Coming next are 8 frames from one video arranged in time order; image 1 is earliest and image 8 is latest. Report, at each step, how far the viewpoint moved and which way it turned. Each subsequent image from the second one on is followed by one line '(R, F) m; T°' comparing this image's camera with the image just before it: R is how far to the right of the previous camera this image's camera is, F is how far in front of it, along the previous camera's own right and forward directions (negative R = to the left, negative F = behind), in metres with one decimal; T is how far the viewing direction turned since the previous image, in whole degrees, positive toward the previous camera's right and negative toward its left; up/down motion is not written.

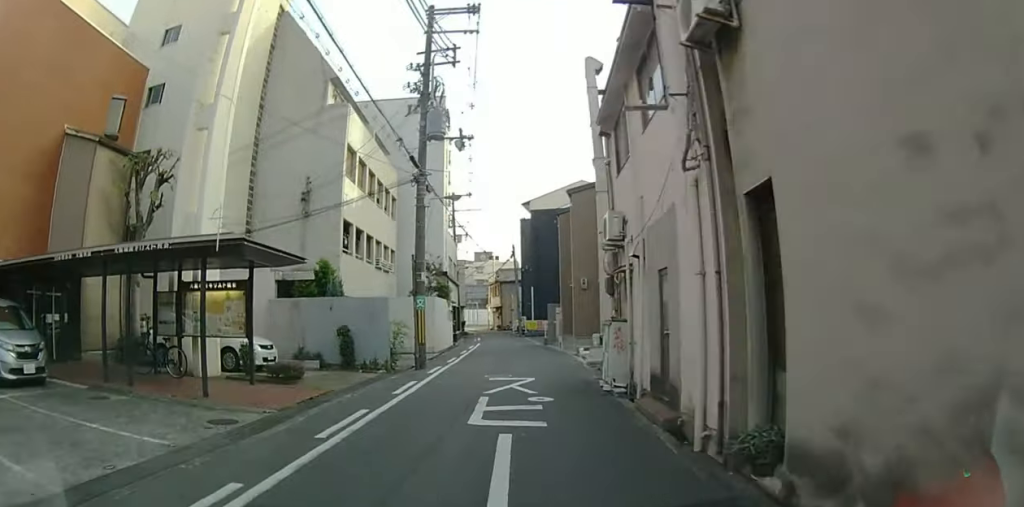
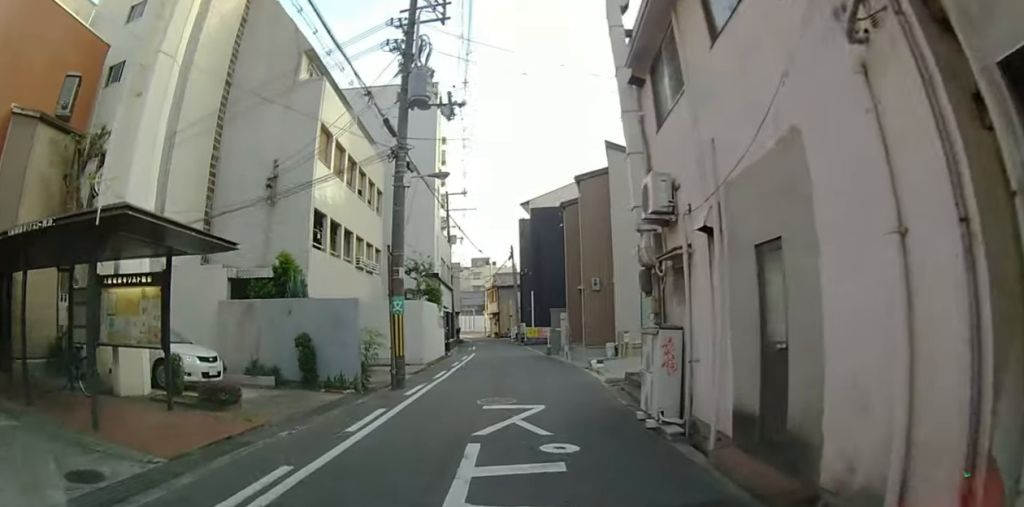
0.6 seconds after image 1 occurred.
(0.0, +3.1) m; 0°
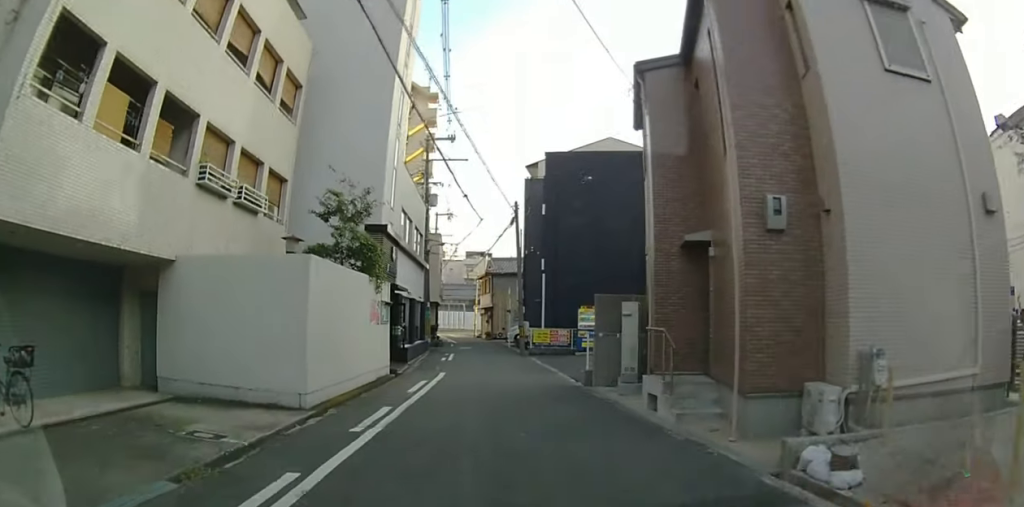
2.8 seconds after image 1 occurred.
(0.0, +12.0) m; 0°
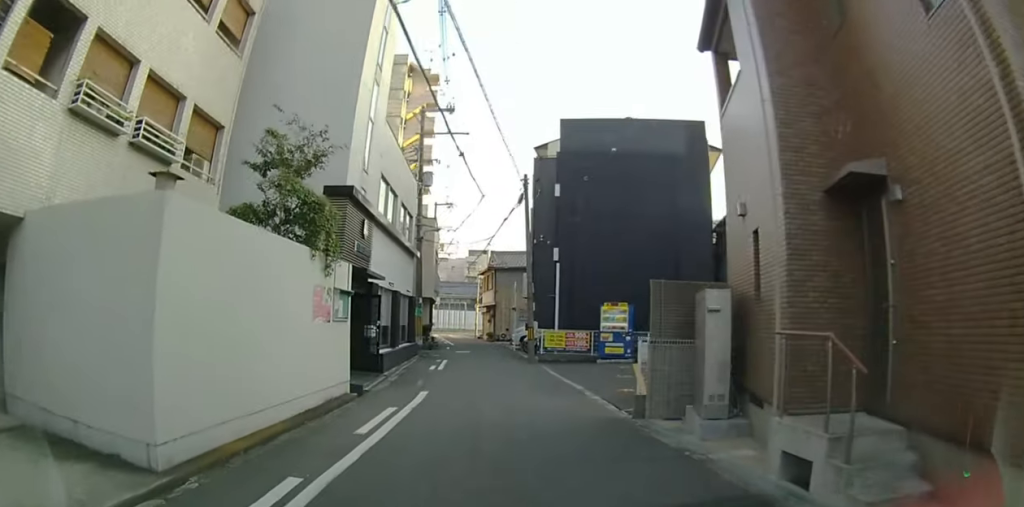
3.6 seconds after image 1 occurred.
(0.0, +4.0) m; 0°
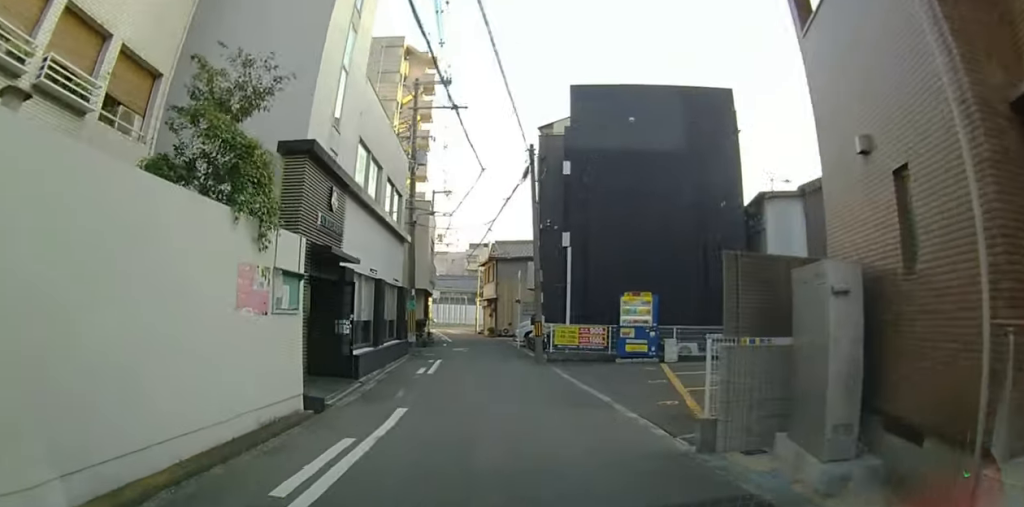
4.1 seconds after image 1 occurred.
(0.0, +2.4) m; +1°
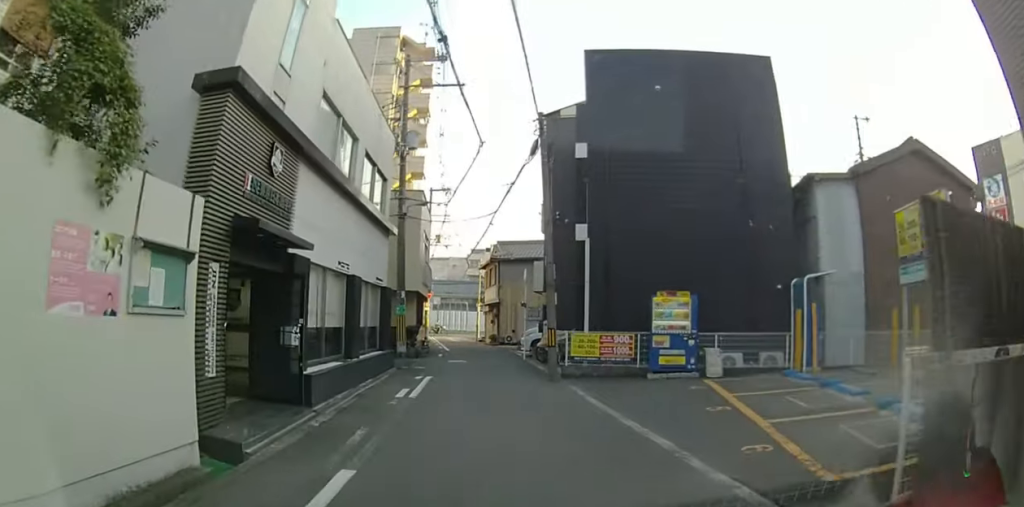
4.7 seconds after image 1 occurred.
(0.0, +2.9) m; +1°
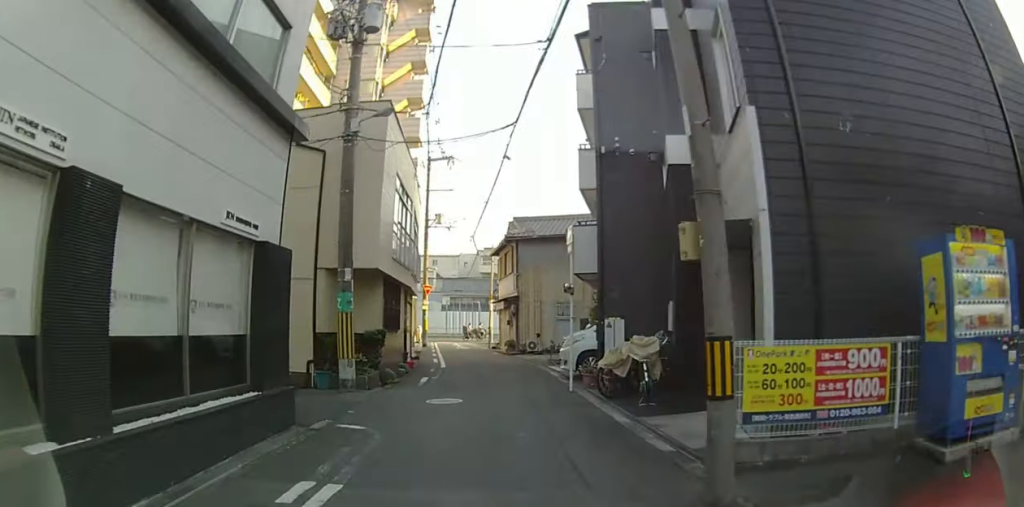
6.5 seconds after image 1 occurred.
(+0.1, +8.6) m; -2°
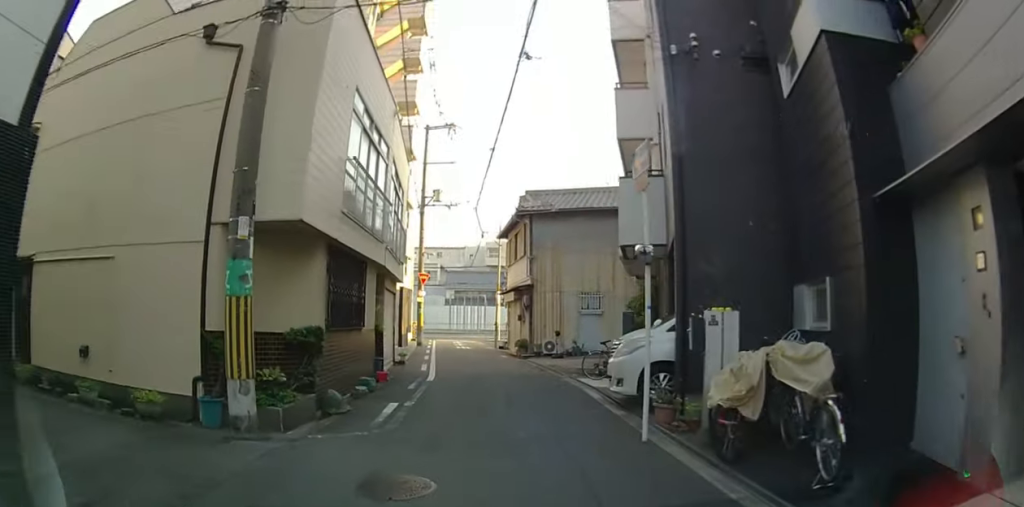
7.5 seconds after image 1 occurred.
(-0.3, +4.9) m; -2°
